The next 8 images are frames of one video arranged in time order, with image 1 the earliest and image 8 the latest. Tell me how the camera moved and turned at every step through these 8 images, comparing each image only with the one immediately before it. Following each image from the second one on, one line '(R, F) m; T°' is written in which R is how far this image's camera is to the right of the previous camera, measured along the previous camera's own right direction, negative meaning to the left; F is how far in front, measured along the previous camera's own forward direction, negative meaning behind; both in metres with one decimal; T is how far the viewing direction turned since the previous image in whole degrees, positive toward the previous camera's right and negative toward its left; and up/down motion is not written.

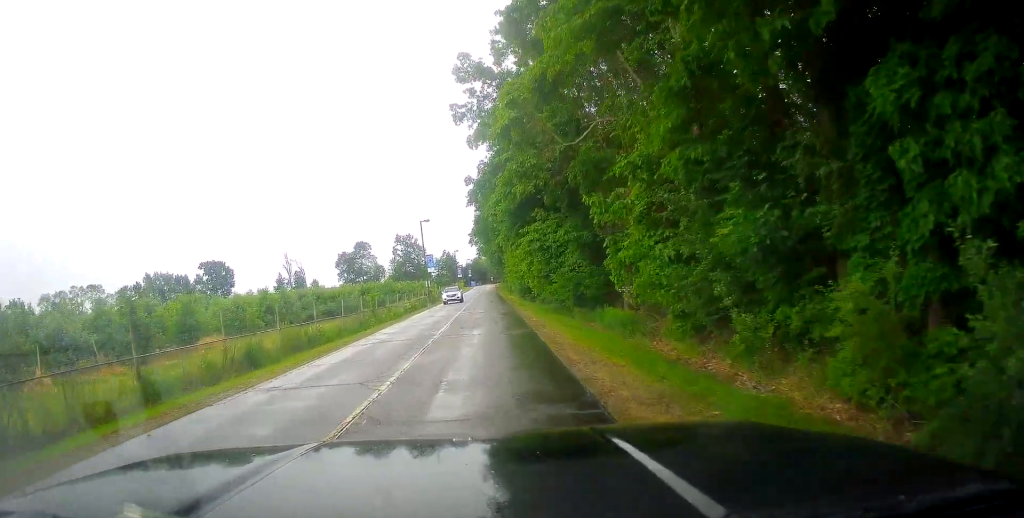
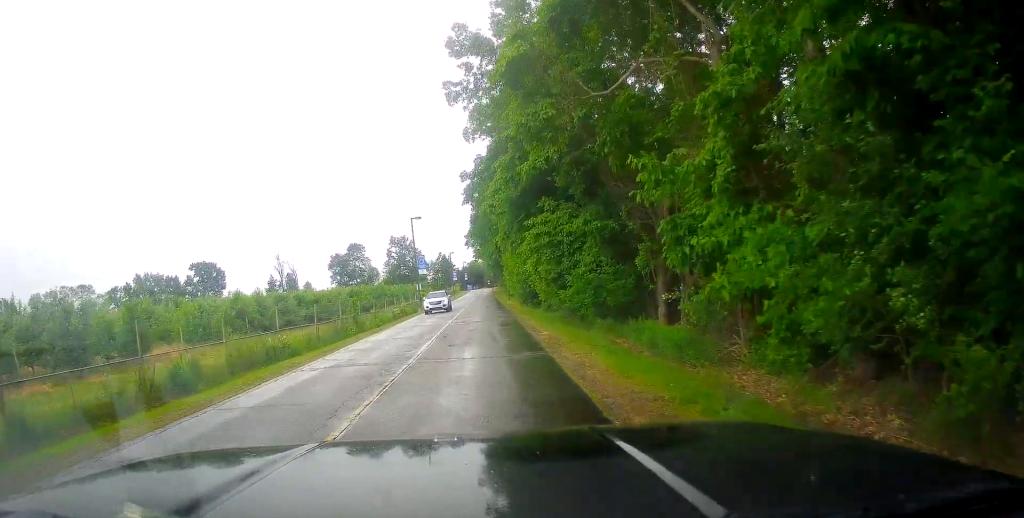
(-0.4, +5.6) m; -1°
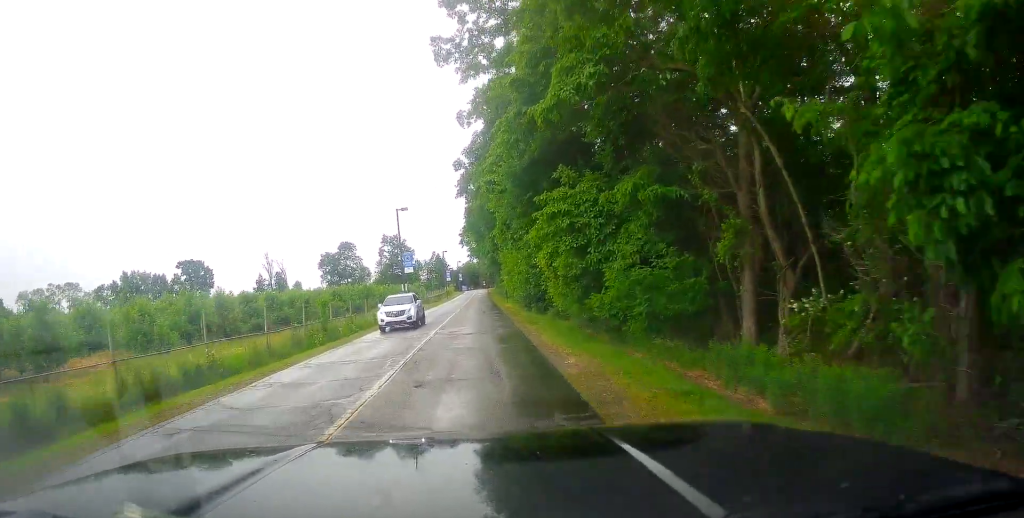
(0.0, +7.0) m; +1°
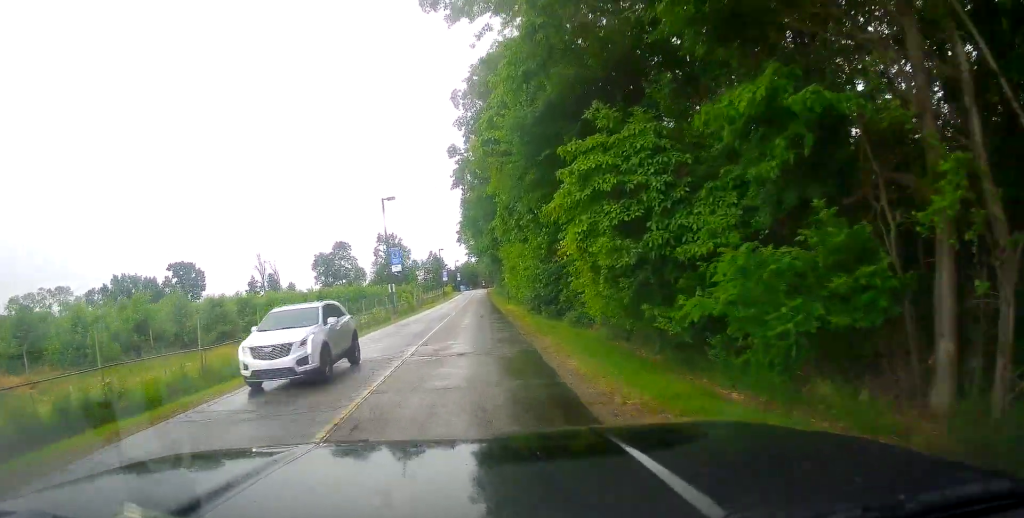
(+0.1, +6.4) m; +3°
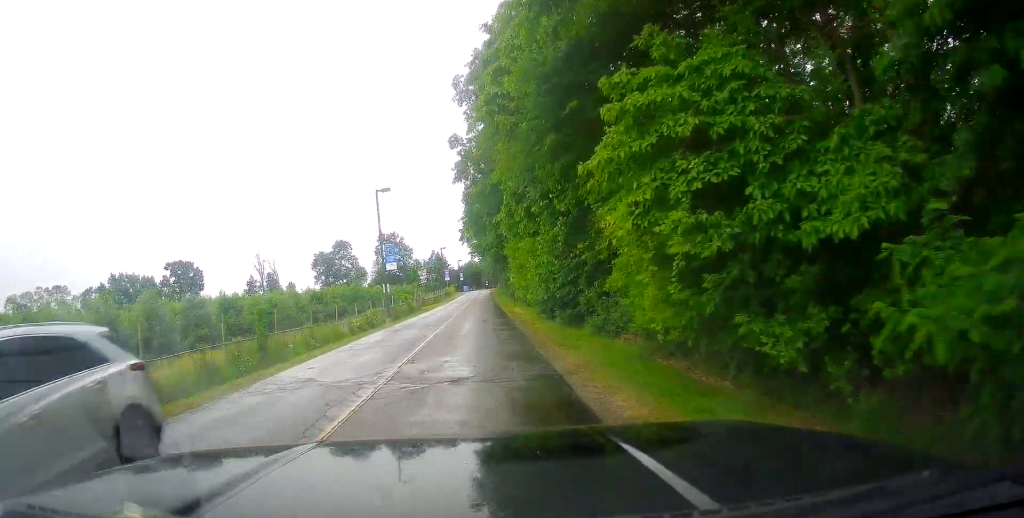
(+0.2, +4.2) m; -1°
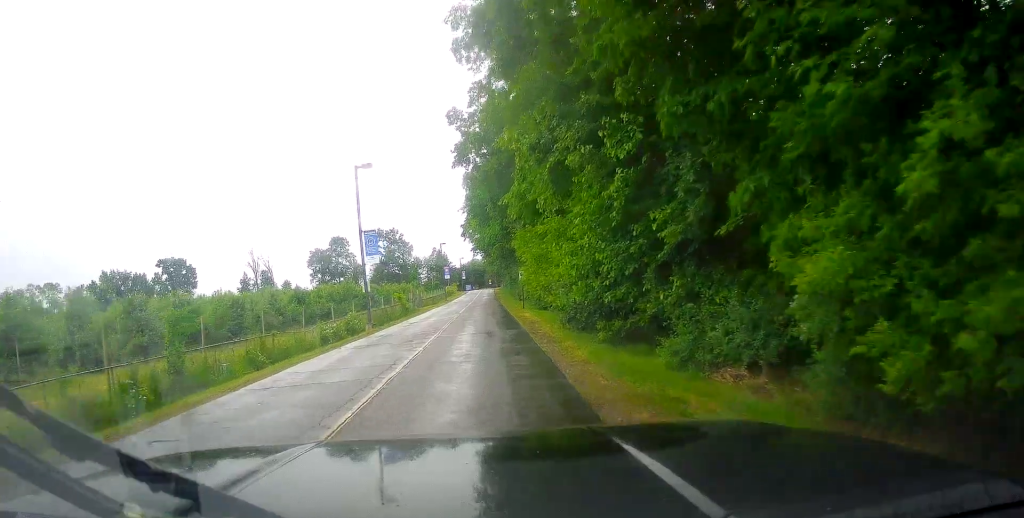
(+0.1, +8.0) m; -1°
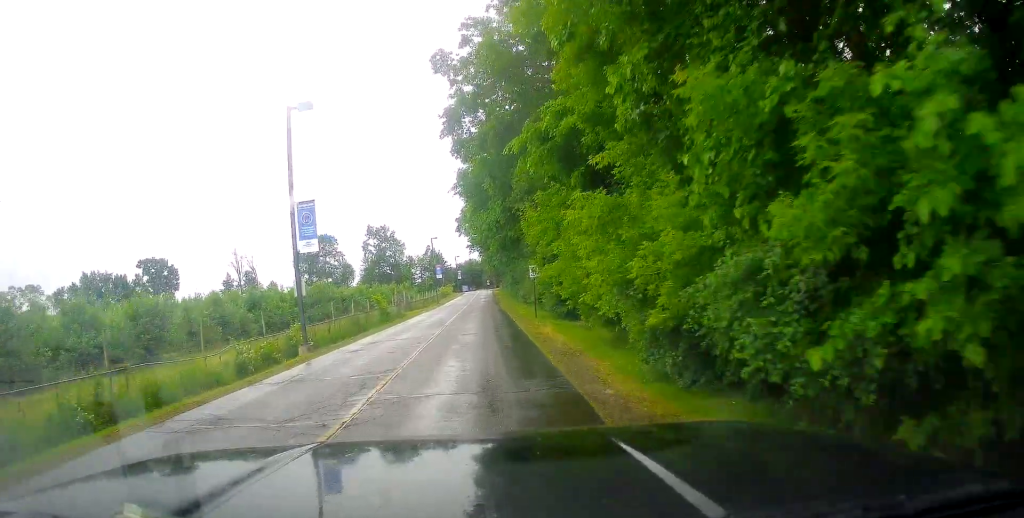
(-0.4, +11.7) m; +1°
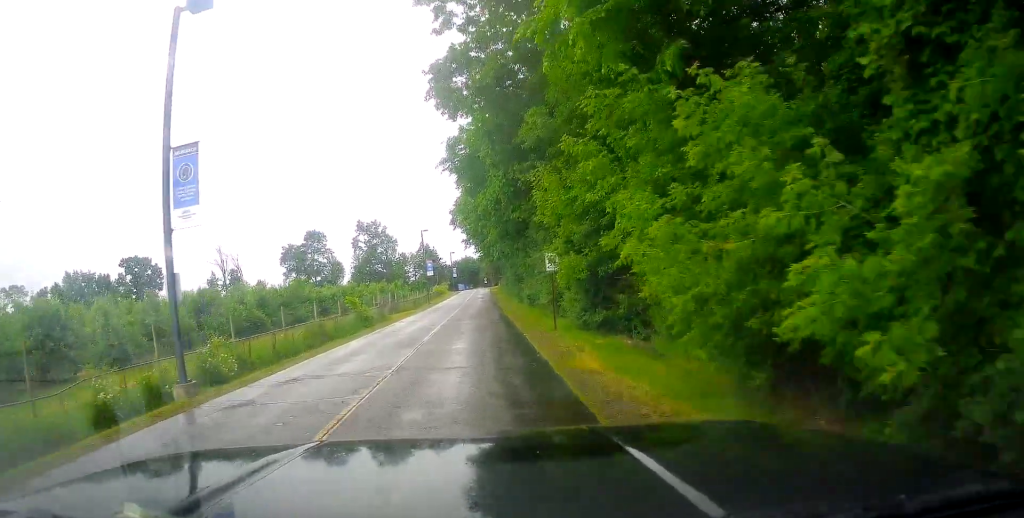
(+0.5, +9.3) m; +3°
